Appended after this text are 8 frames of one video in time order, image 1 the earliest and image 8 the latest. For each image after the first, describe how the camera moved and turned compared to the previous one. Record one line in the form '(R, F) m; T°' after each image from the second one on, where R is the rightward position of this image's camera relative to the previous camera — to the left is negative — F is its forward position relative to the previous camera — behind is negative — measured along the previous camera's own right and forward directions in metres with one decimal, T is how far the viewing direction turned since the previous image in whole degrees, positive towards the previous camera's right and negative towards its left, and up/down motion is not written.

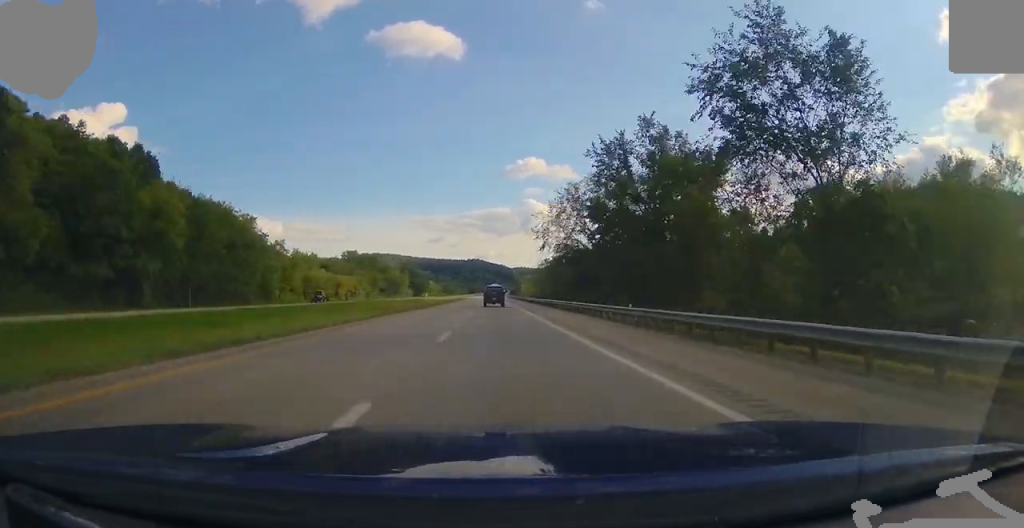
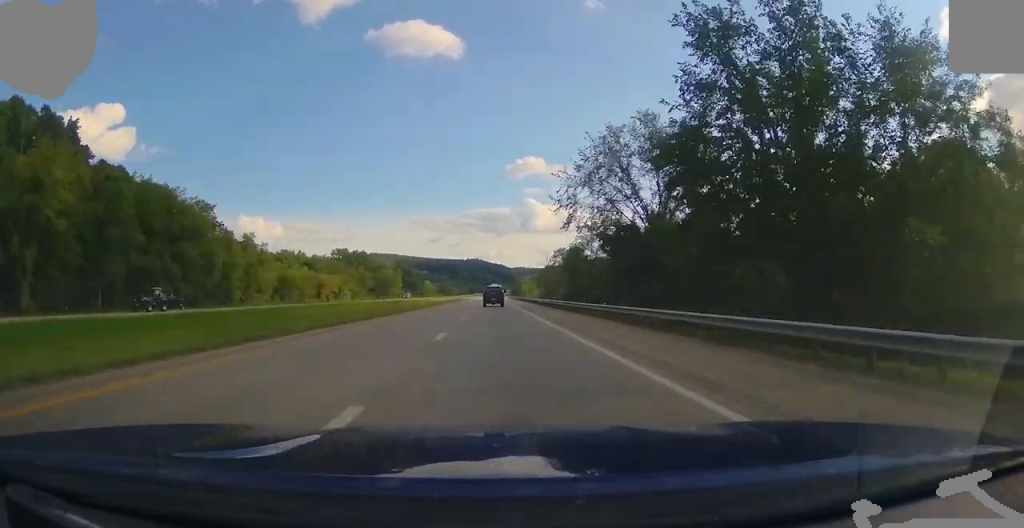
(0.0, +25.0) m; 0°
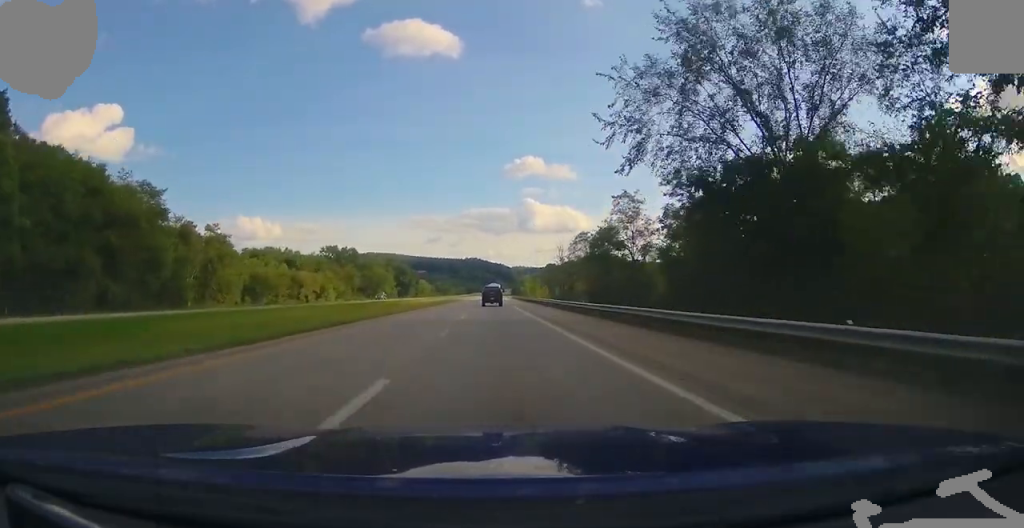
(0.0, +22.6) m; 0°
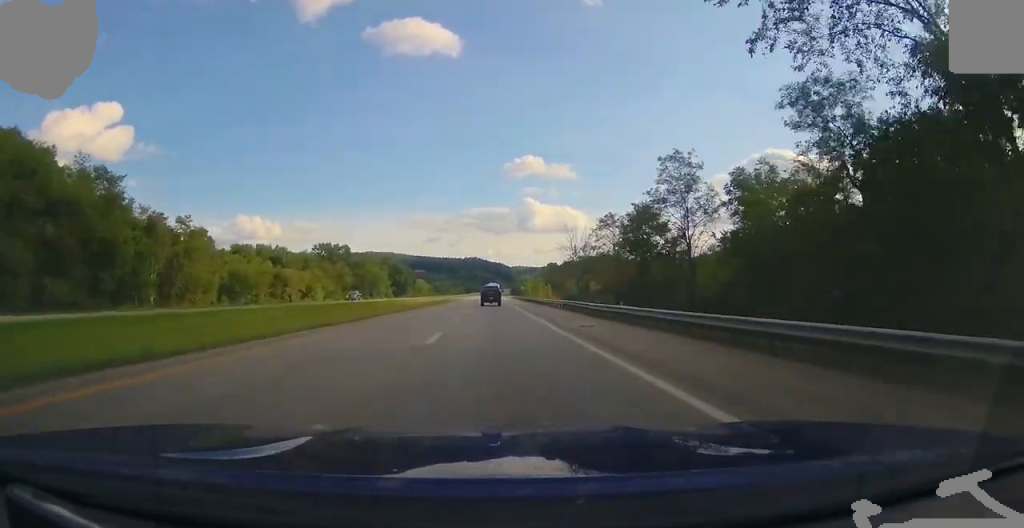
(0.0, +14.7) m; 0°
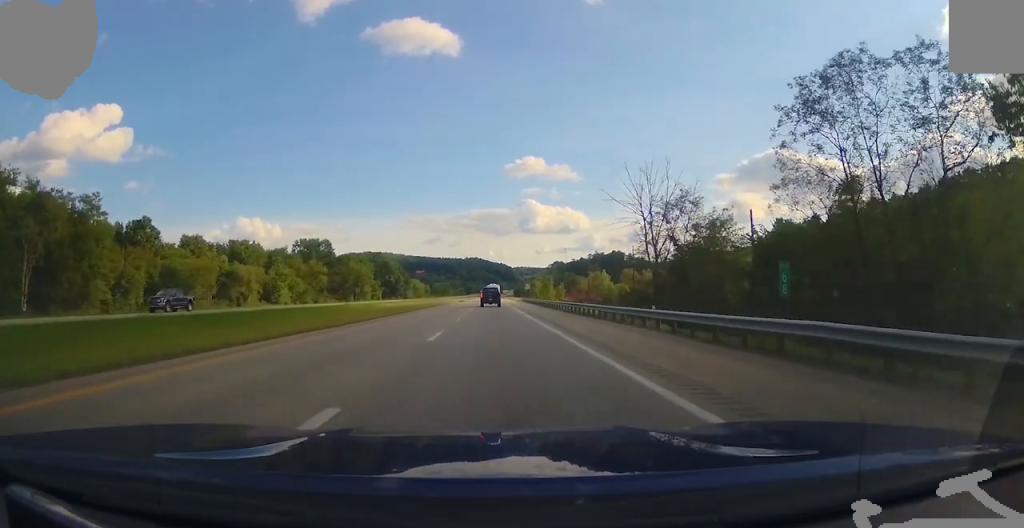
(0.0, +36.1) m; 0°
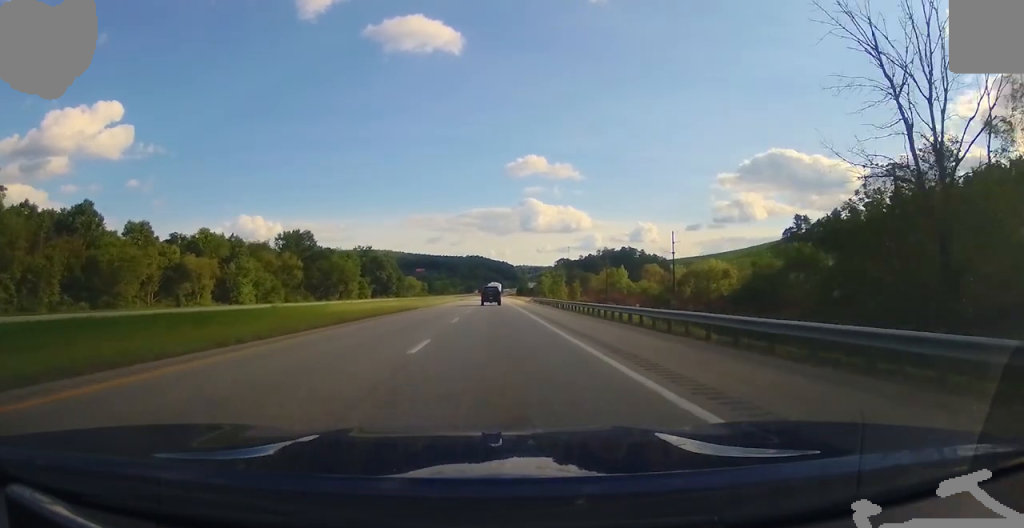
(0.0, +28.2) m; 0°
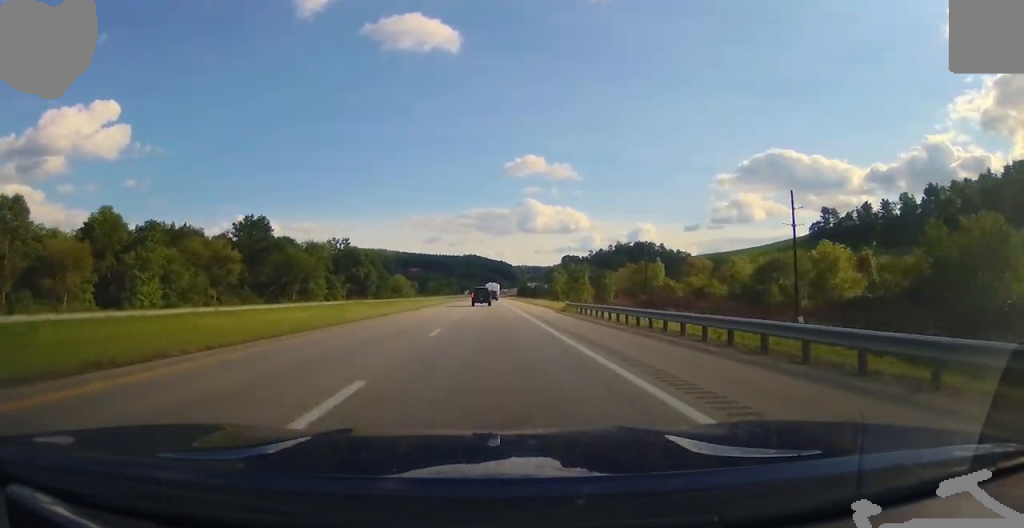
(0.0, +43.8) m; 0°
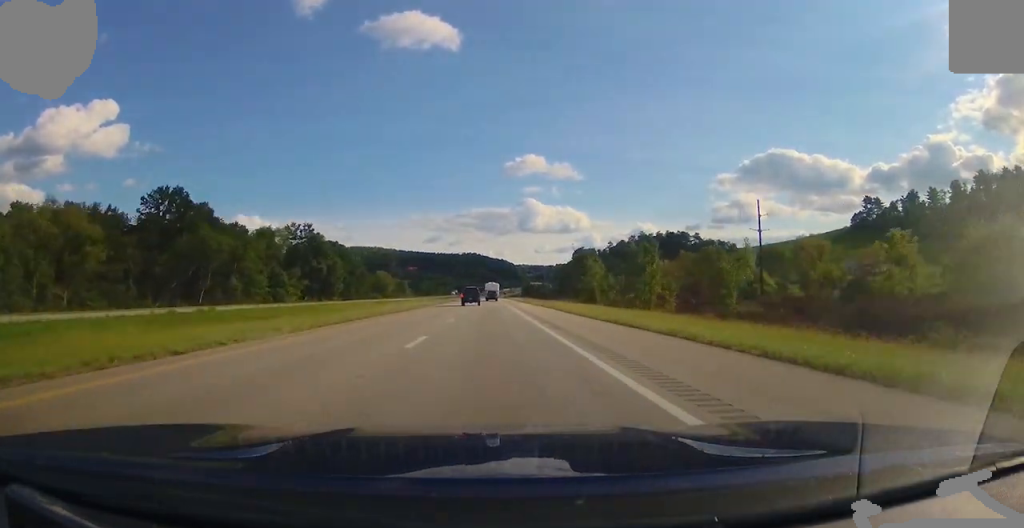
(0.0, +52.5) m; 0°
